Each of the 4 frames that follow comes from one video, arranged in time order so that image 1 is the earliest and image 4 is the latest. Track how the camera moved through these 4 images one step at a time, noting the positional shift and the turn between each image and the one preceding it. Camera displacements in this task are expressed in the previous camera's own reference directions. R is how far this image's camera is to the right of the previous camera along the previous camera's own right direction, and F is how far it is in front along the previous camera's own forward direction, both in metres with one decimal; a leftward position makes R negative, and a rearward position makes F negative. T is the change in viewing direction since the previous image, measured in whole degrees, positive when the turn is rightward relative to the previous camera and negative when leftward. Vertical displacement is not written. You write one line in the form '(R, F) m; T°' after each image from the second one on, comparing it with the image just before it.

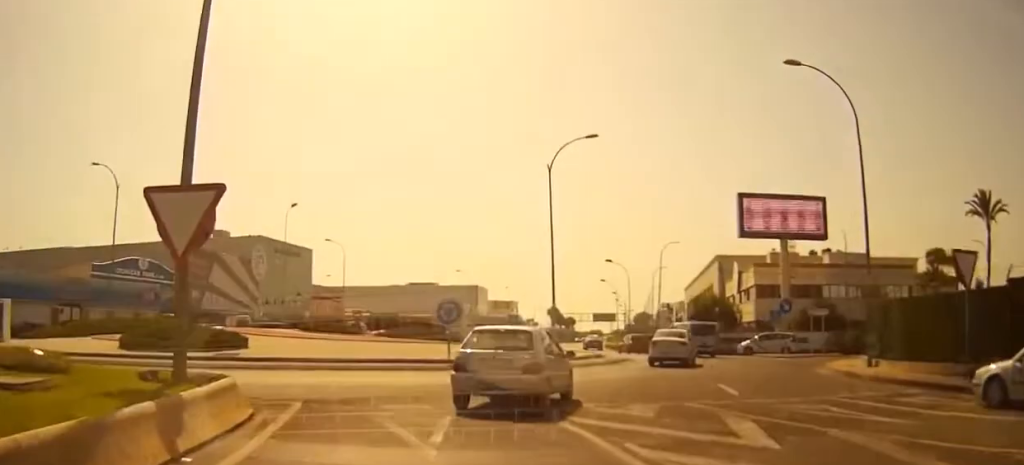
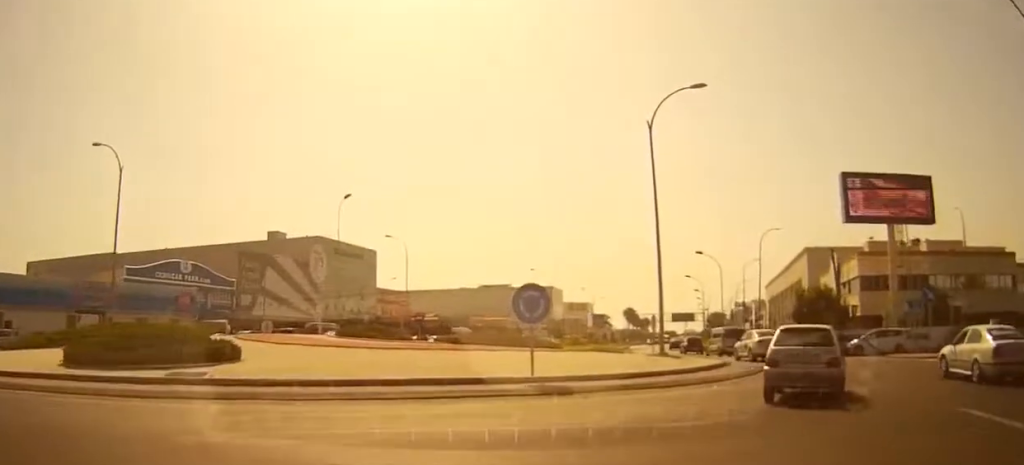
(-0.3, +7.7) m; -3°
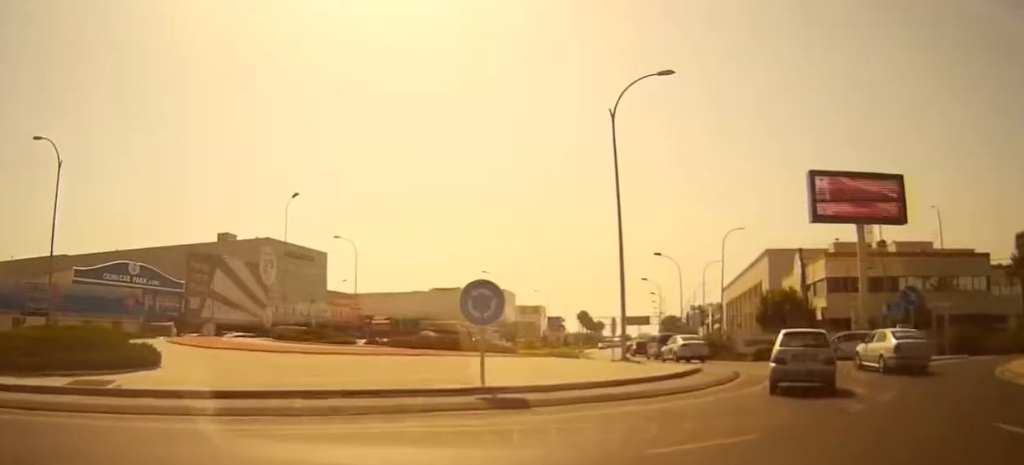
(+0.1, +2.6) m; +6°
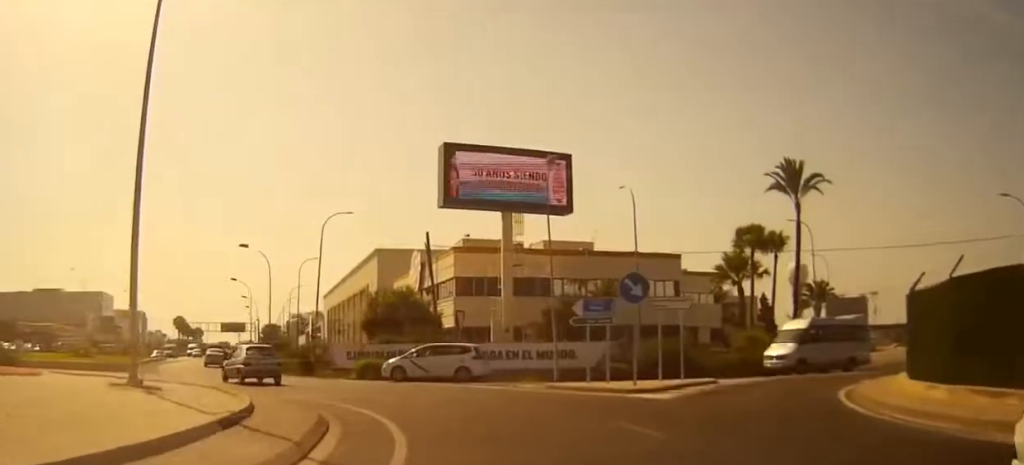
(+3.0, +13.1) m; +19°
